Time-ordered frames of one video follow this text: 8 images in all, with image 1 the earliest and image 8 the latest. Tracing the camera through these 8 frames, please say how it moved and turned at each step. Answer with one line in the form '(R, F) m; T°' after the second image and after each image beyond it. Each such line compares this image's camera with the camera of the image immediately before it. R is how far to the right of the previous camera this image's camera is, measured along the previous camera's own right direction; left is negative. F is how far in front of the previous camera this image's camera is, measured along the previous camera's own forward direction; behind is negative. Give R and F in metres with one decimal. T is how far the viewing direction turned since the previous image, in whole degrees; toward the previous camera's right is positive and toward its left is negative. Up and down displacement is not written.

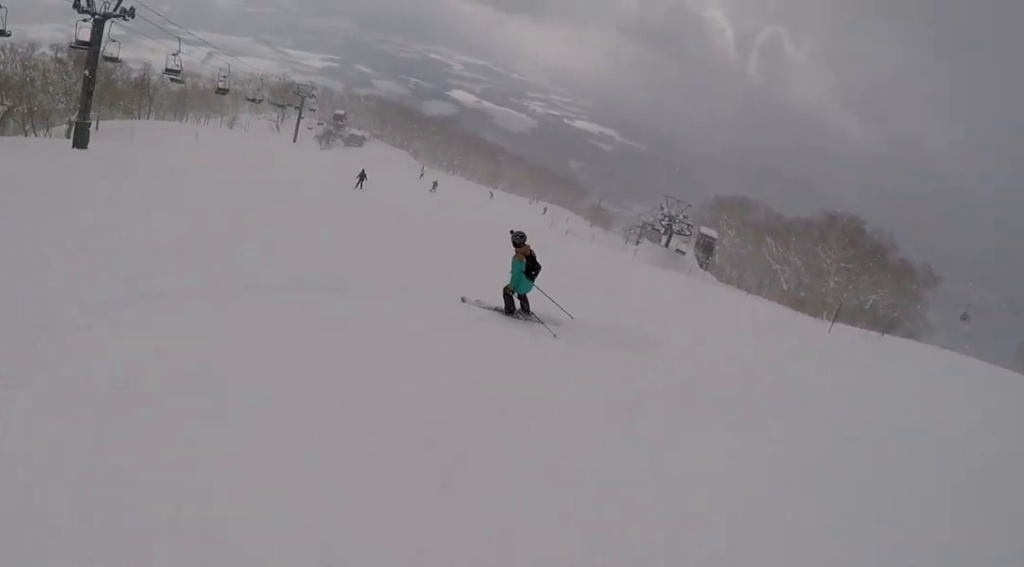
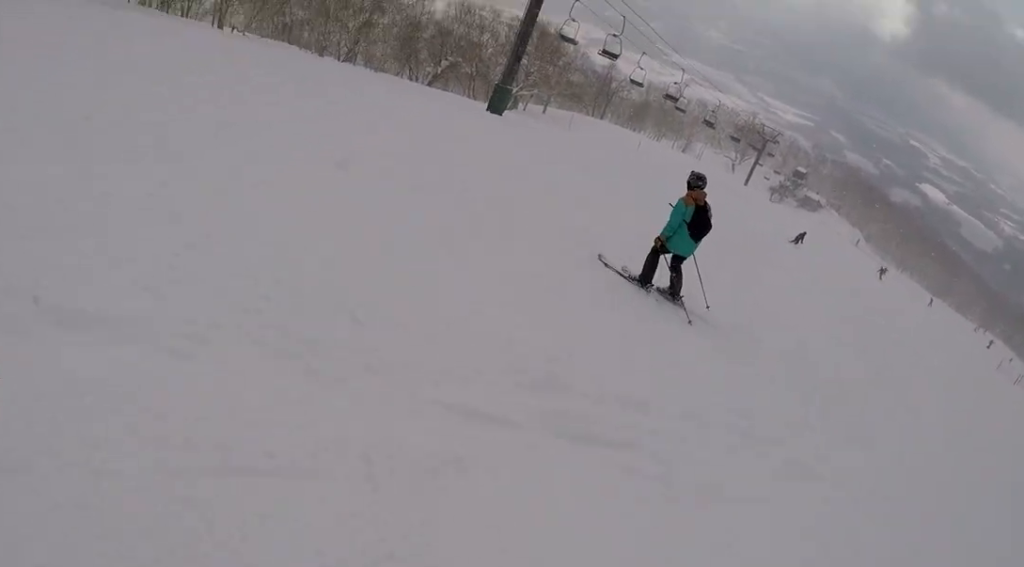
(-1.4, +5.8) m; -15°
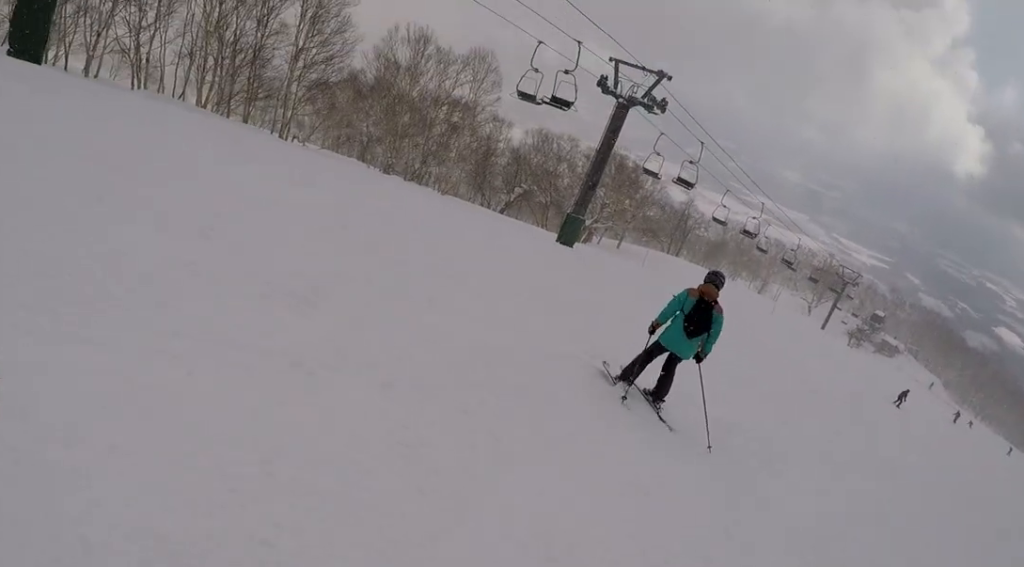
(-0.4, +2.6) m; +1°
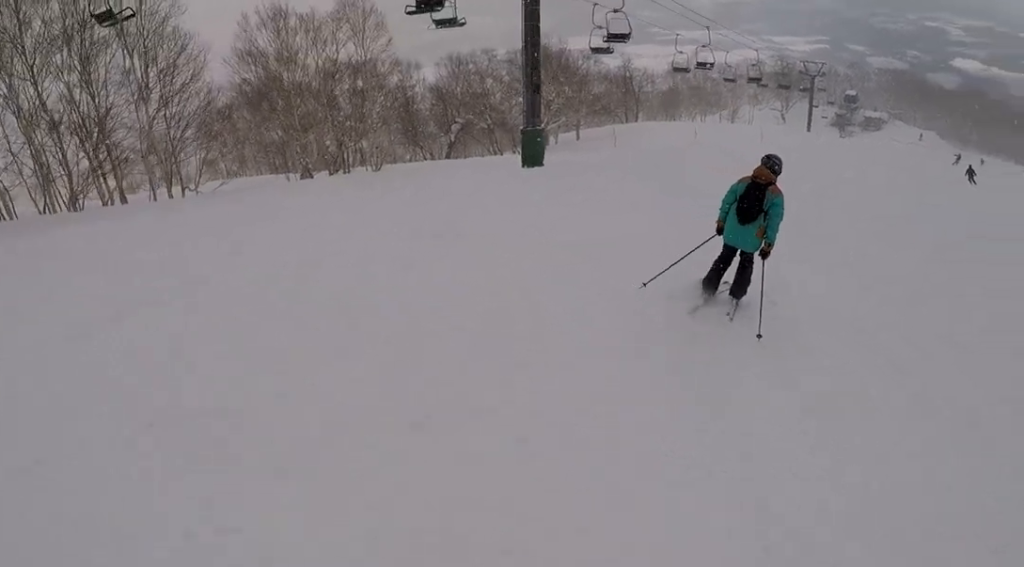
(+0.5, +5.2) m; +13°
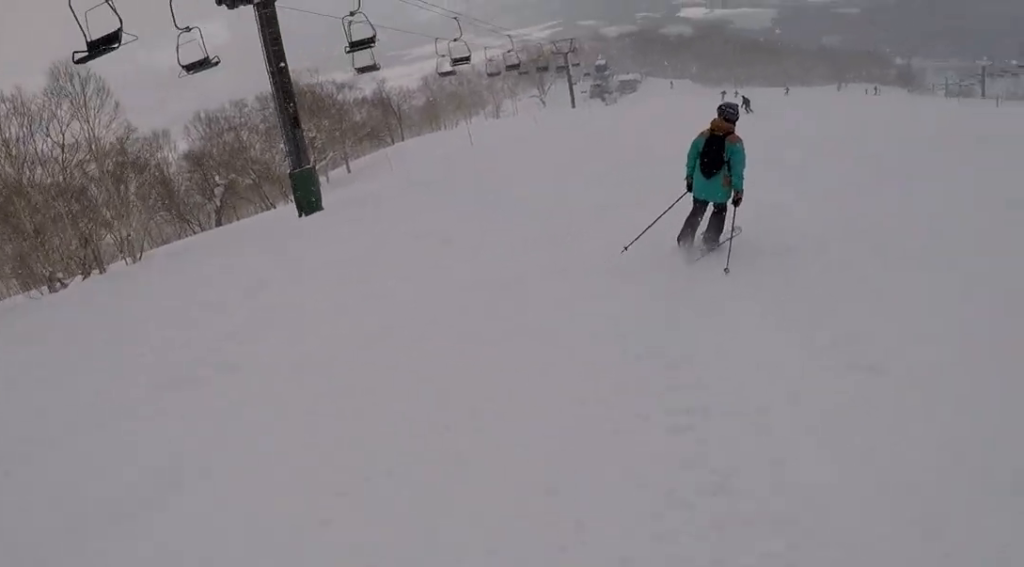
(+0.4, +3.9) m; +15°
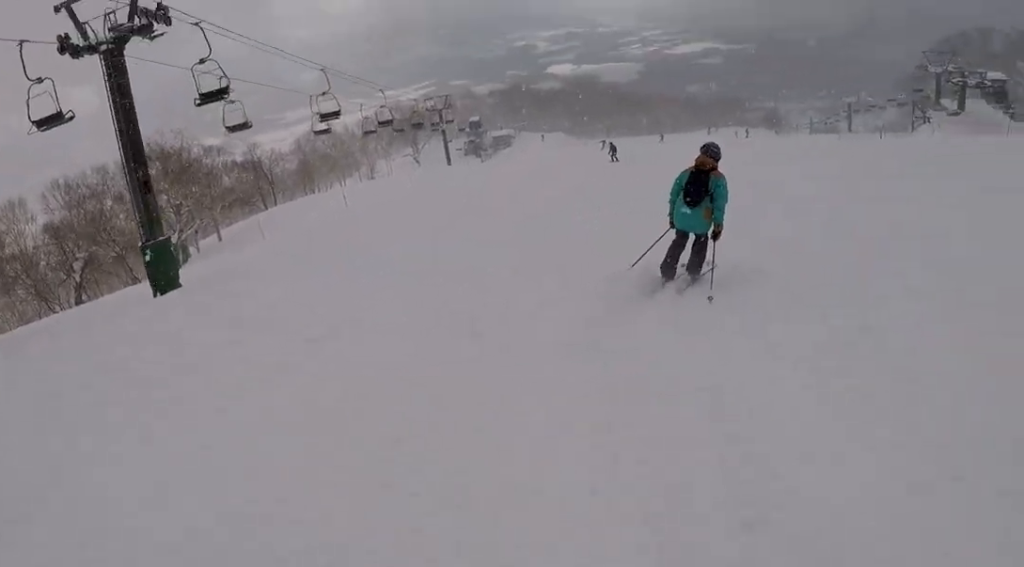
(+0.1, +2.4) m; +10°
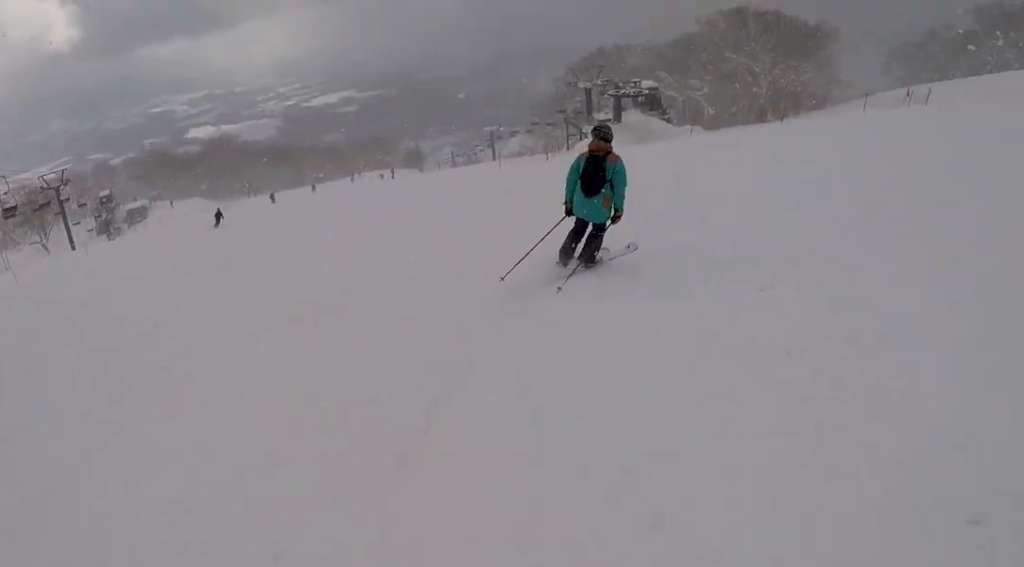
(+2.1, +6.7) m; +42°
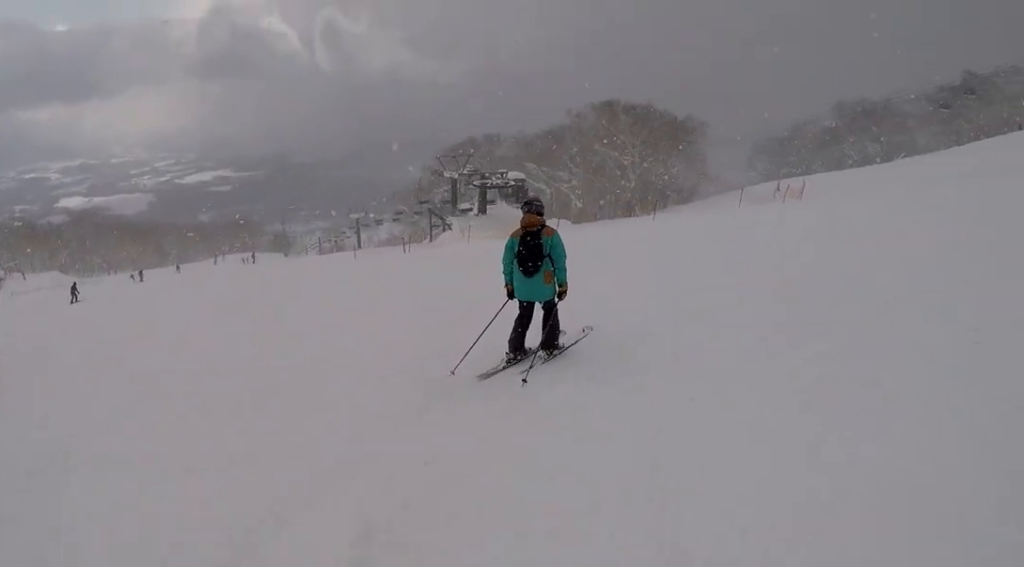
(+0.9, +3.0) m; +1°
